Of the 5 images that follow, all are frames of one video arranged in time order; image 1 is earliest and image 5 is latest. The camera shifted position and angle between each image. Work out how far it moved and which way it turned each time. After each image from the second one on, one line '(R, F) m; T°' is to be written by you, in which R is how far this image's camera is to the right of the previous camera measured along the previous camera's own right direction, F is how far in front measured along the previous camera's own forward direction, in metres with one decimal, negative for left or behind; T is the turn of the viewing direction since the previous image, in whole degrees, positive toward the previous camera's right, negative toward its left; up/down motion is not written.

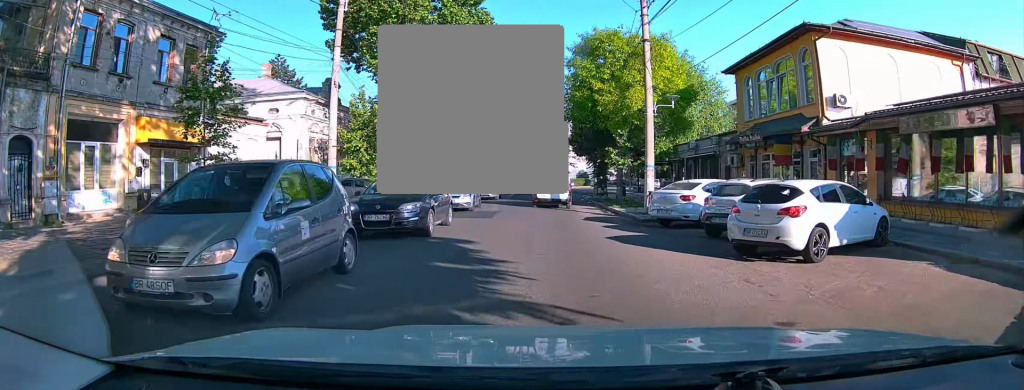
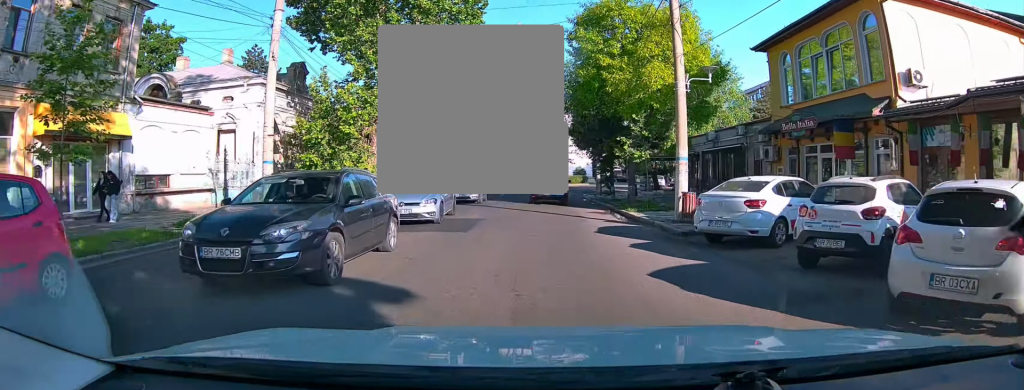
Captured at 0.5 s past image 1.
(-0.1, +4.8) m; +1°
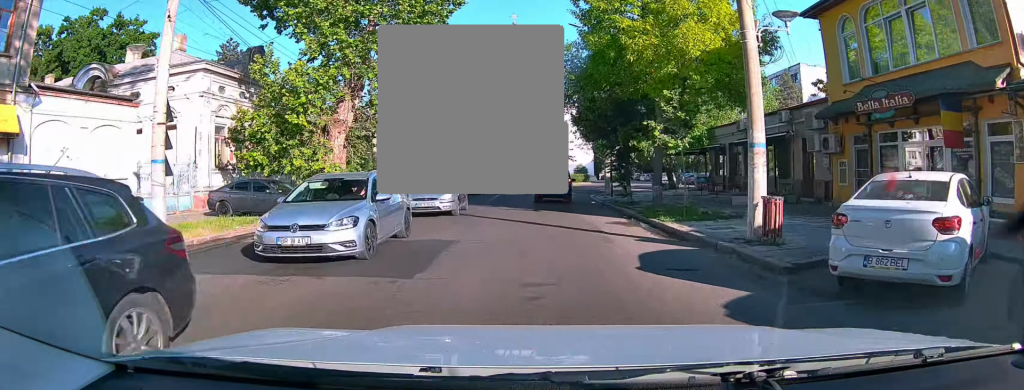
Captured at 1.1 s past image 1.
(0.0, +5.1) m; +1°
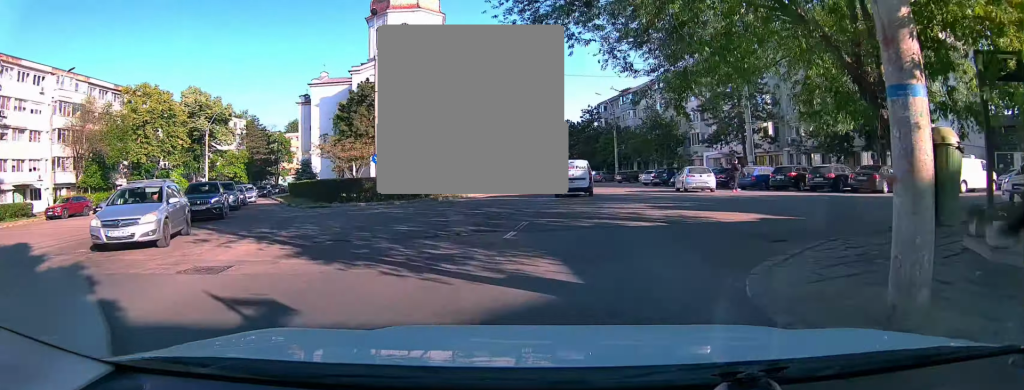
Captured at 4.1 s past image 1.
(+0.1, +29.5) m; +1°
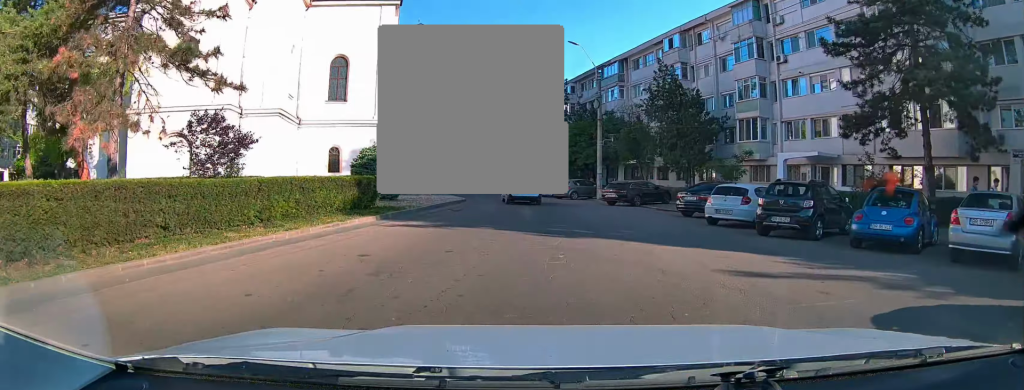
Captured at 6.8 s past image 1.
(+4.5, +27.8) m; +14°
